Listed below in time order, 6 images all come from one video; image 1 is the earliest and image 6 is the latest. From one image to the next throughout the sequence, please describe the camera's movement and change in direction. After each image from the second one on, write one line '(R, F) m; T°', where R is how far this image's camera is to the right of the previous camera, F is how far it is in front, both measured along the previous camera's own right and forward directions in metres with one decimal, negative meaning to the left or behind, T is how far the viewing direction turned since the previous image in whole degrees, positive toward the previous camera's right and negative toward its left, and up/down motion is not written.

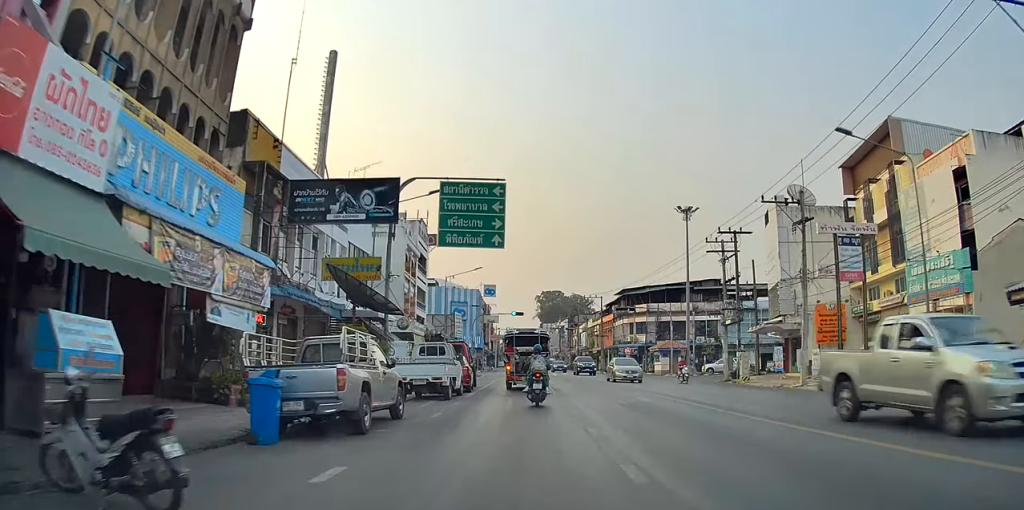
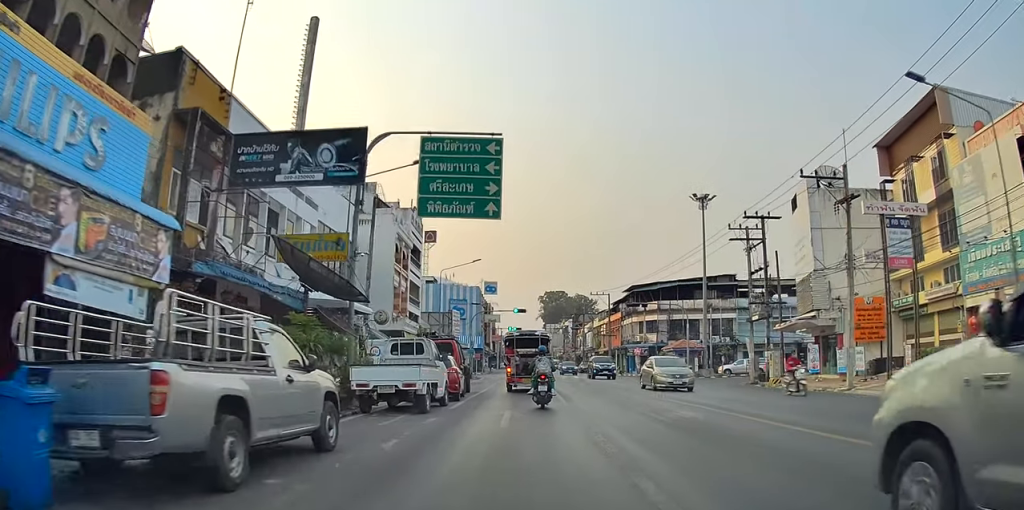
(0.0, +5.3) m; 0°
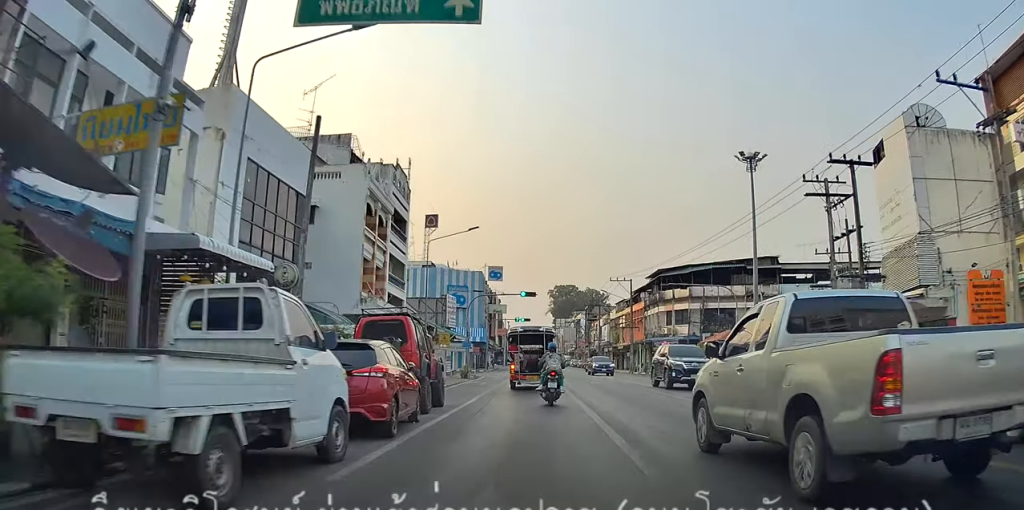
(0.0, +11.6) m; +5°
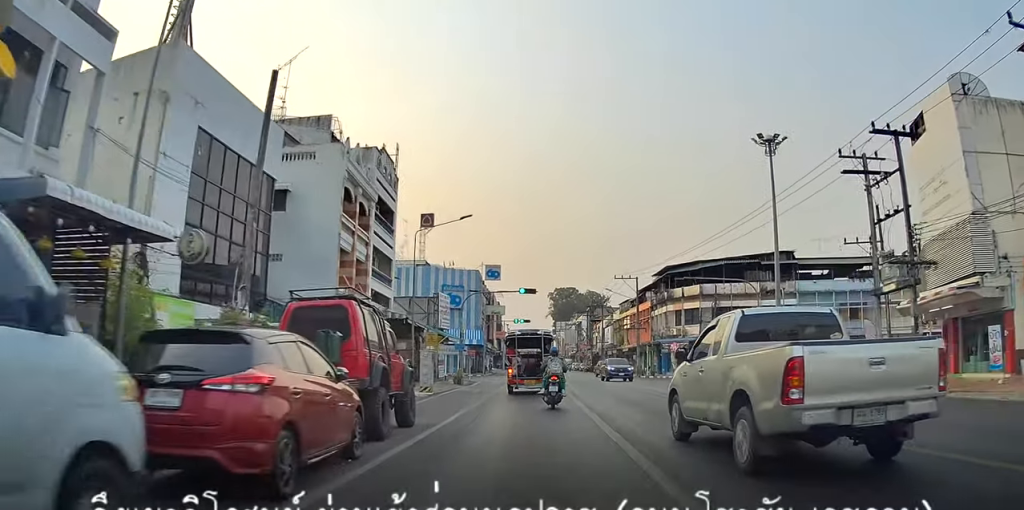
(+0.4, +4.6) m; 0°
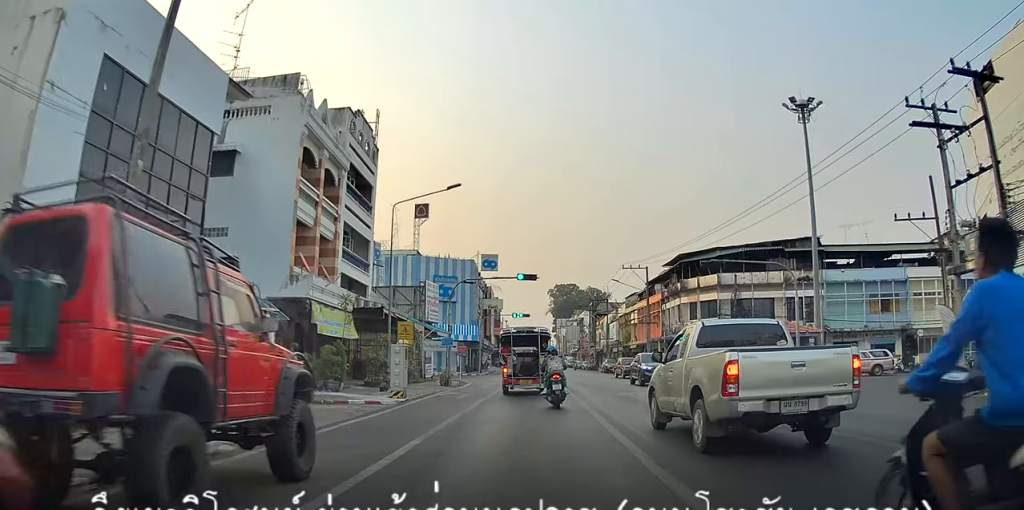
(+0.3, +6.0) m; -1°
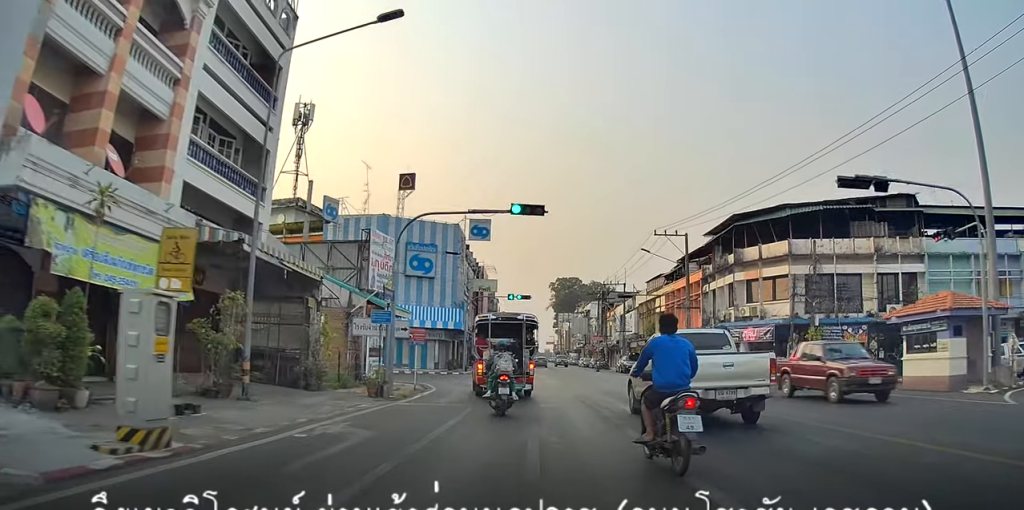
(-1.2, +16.0) m; +1°
